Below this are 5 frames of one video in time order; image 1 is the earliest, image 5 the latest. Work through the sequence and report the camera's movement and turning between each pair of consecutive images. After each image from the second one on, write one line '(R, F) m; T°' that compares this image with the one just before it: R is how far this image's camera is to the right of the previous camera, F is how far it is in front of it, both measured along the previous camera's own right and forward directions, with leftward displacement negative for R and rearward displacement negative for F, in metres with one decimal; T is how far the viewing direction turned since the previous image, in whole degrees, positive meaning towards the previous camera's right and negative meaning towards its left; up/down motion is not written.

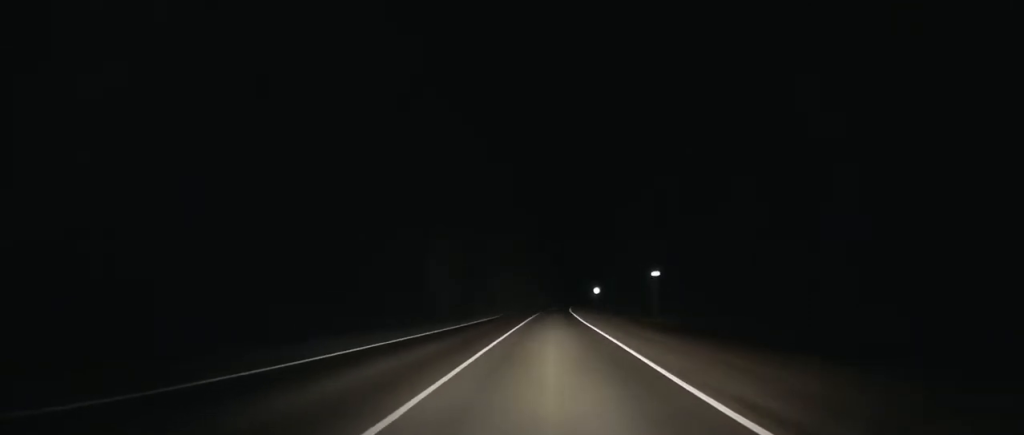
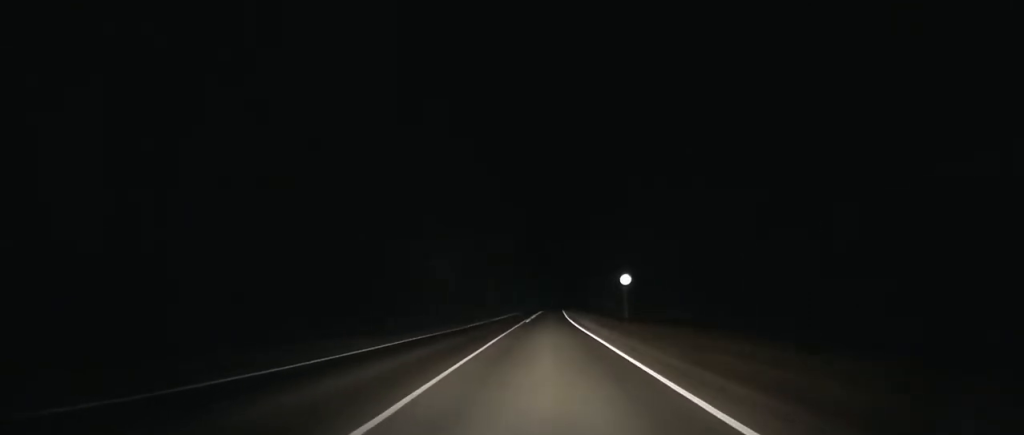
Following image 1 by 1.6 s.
(+0.4, +45.4) m; +1°
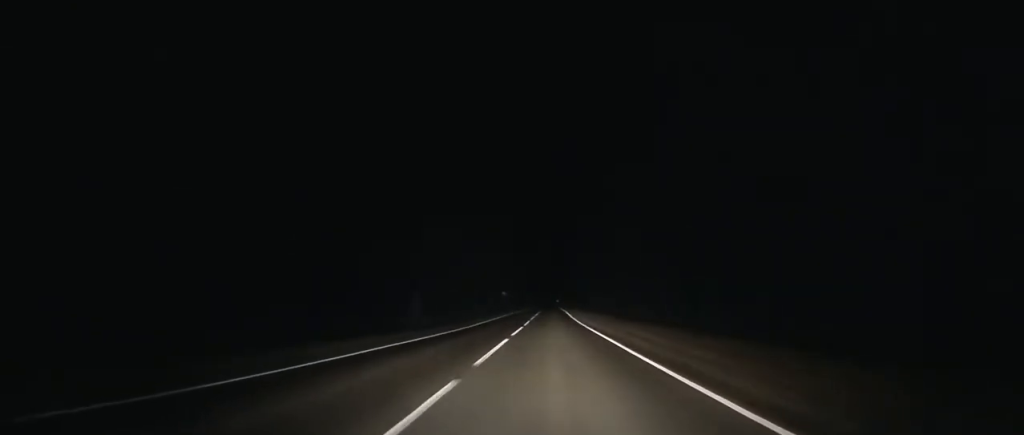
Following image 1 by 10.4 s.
(+7.1, +268.0) m; +3°
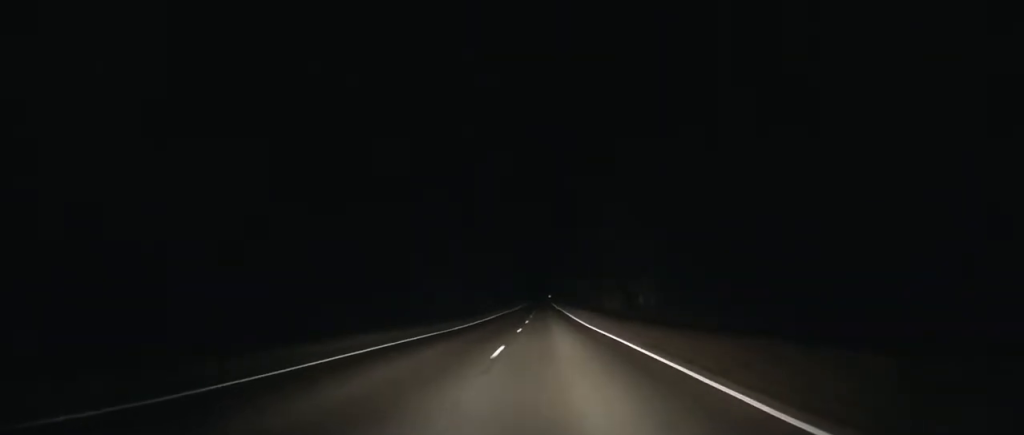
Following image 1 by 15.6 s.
(+2.4, +160.7) m; +1°
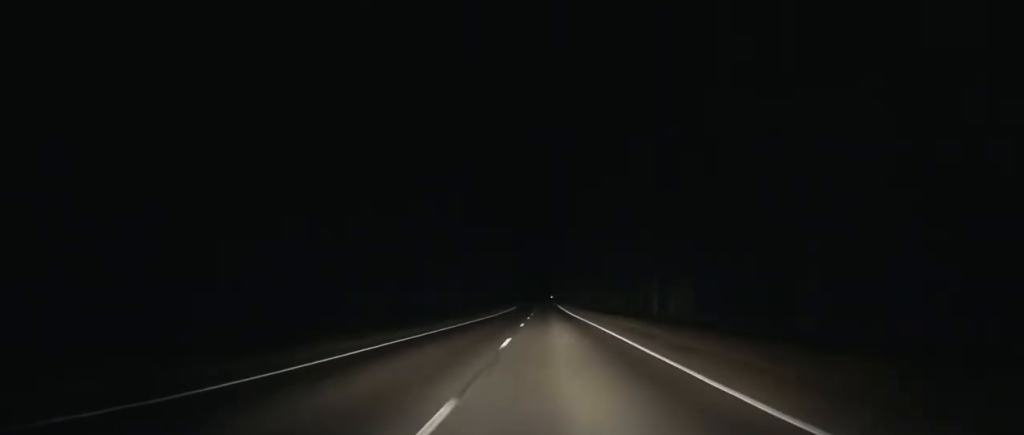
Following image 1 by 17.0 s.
(0.0, +42.8) m; 0°
